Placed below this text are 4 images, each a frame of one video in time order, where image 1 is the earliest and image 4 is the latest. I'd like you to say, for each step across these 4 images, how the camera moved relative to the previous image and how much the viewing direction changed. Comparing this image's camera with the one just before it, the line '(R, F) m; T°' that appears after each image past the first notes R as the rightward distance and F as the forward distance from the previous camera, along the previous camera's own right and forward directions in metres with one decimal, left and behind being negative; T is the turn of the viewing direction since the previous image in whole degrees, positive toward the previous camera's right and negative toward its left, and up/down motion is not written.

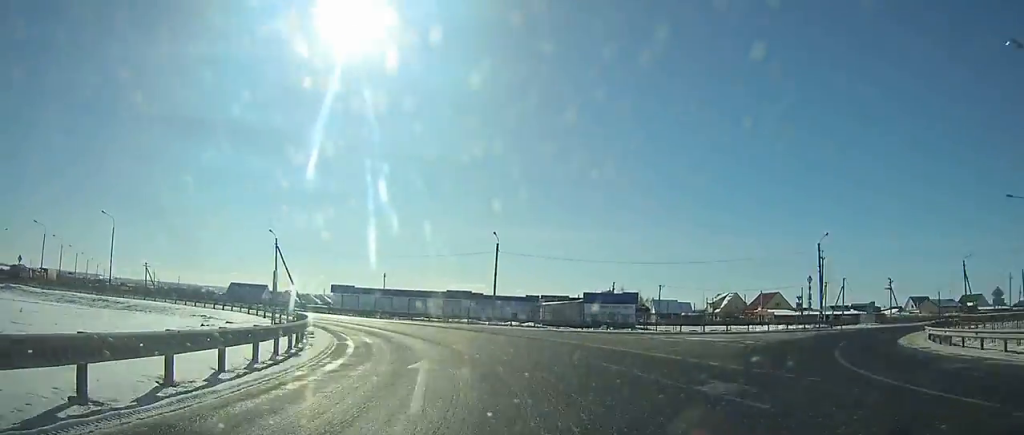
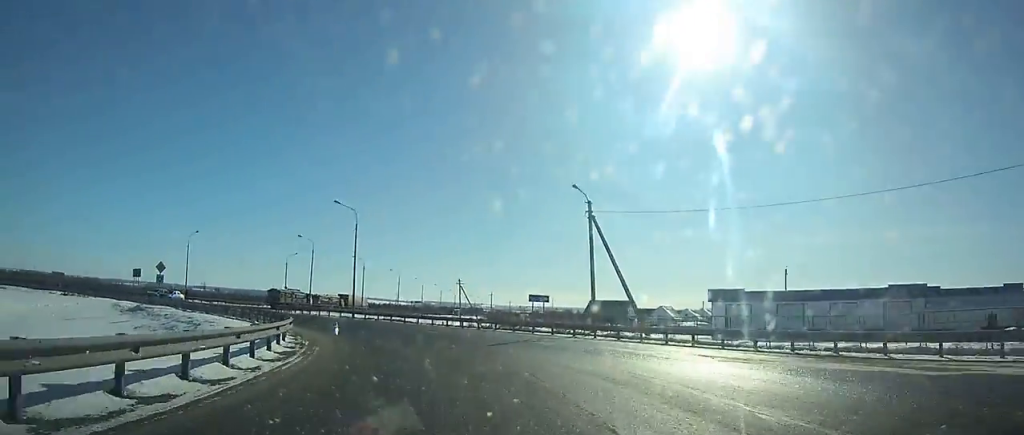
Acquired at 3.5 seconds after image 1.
(-7.4, +33.5) m; -31°
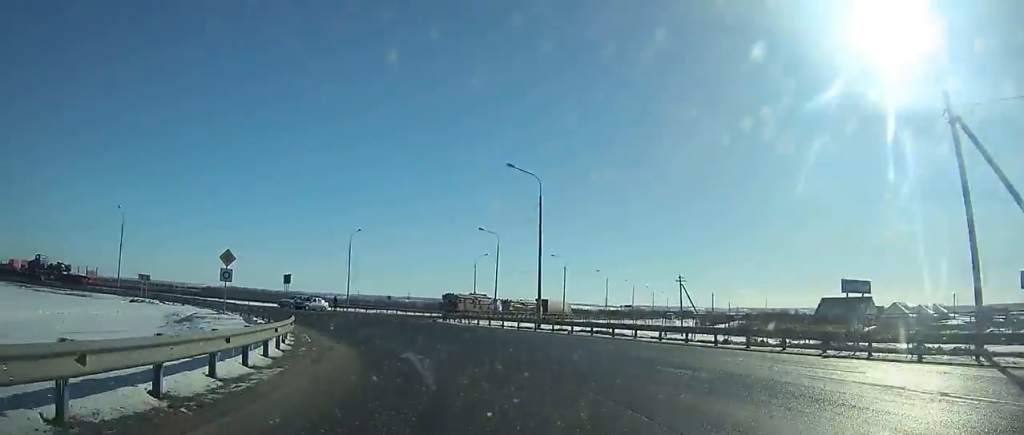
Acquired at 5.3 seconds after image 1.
(-2.2, +18.4) m; -20°
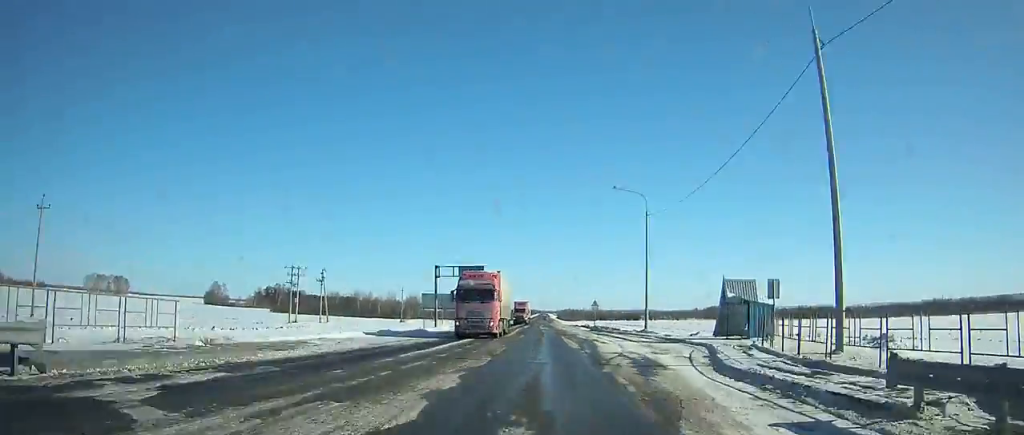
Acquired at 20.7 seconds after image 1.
(-145.9, +57.8) m; -69°
